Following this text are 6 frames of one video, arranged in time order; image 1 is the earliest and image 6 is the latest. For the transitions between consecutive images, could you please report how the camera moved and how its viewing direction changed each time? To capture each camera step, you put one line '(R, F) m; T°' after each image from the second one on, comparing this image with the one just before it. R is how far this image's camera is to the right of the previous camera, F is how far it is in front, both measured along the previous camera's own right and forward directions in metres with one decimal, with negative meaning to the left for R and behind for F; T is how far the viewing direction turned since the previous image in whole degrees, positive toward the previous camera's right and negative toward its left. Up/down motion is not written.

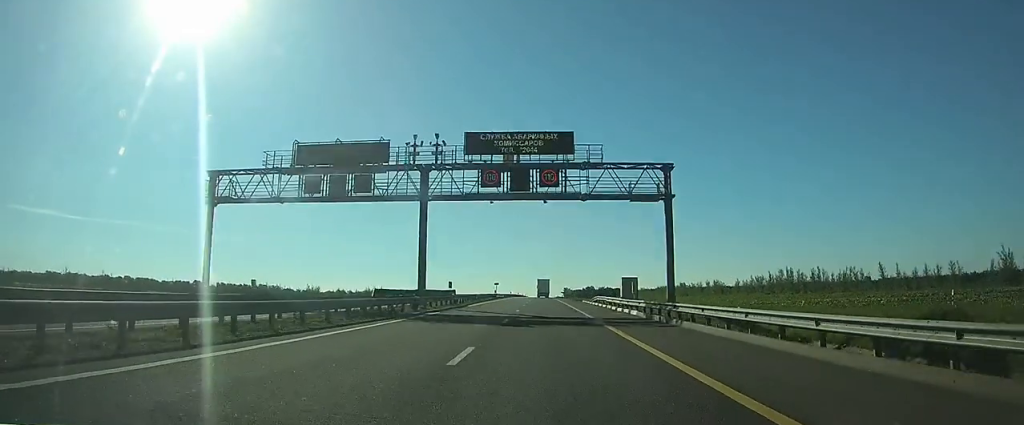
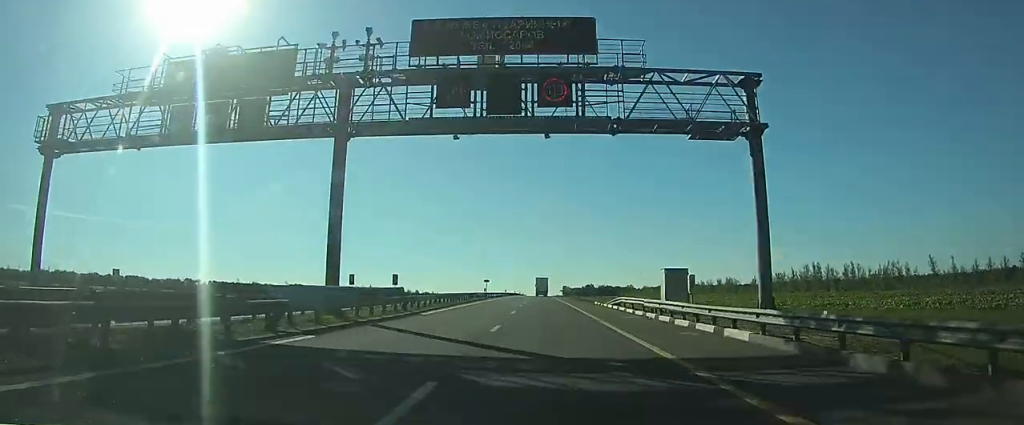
(0.0, +16.7) m; 0°
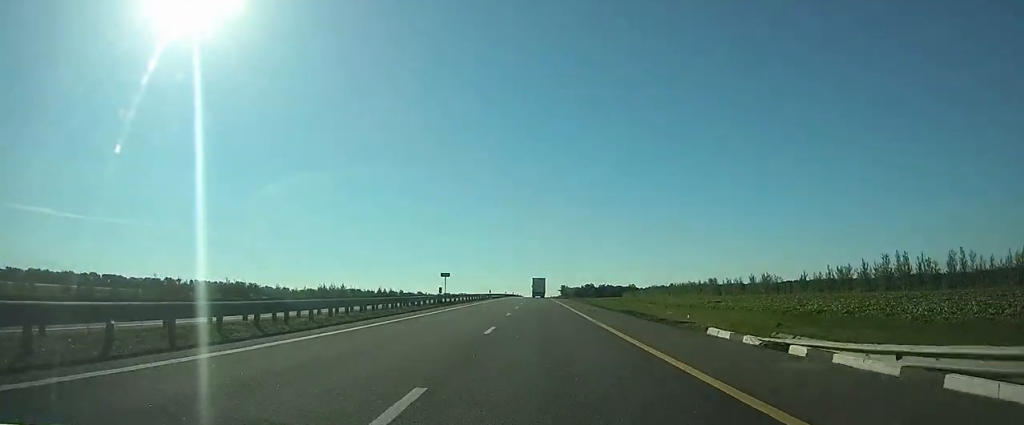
(+0.1, +36.3) m; 0°
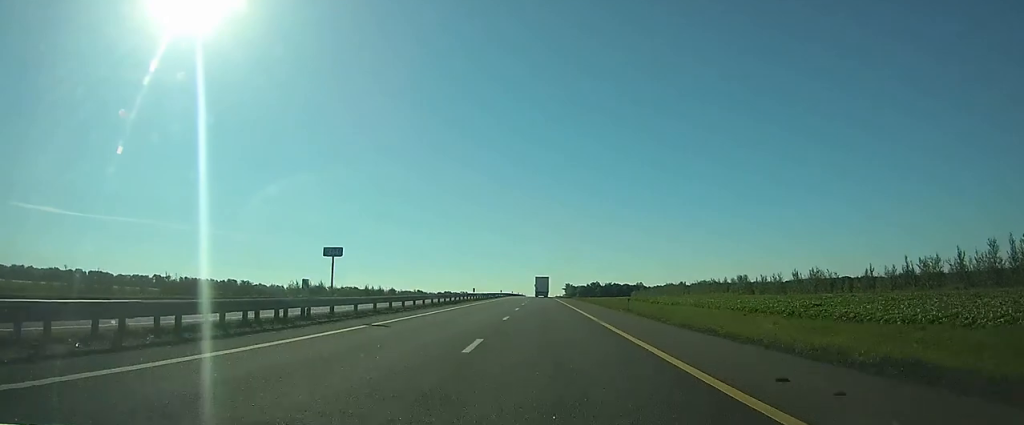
(0.0, +29.0) m; 0°
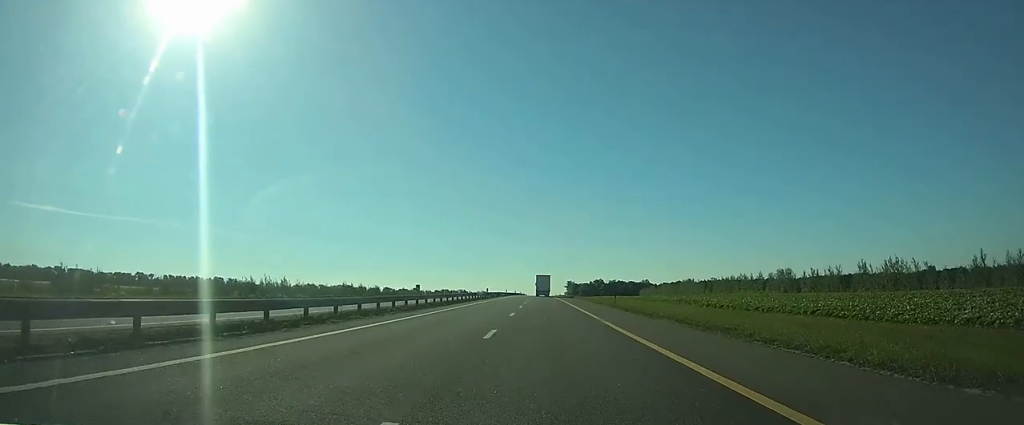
(-0.1, +32.8) m; 0°
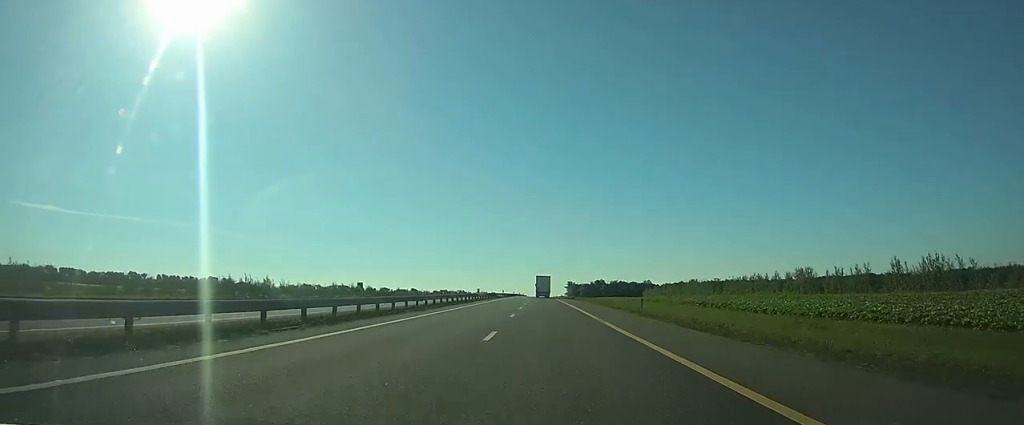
(0.0, +12.2) m; 0°
